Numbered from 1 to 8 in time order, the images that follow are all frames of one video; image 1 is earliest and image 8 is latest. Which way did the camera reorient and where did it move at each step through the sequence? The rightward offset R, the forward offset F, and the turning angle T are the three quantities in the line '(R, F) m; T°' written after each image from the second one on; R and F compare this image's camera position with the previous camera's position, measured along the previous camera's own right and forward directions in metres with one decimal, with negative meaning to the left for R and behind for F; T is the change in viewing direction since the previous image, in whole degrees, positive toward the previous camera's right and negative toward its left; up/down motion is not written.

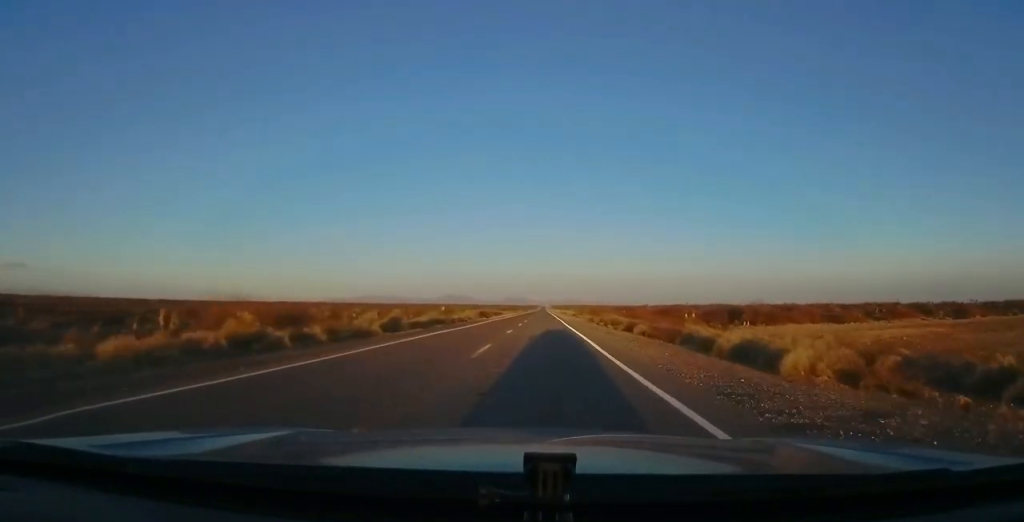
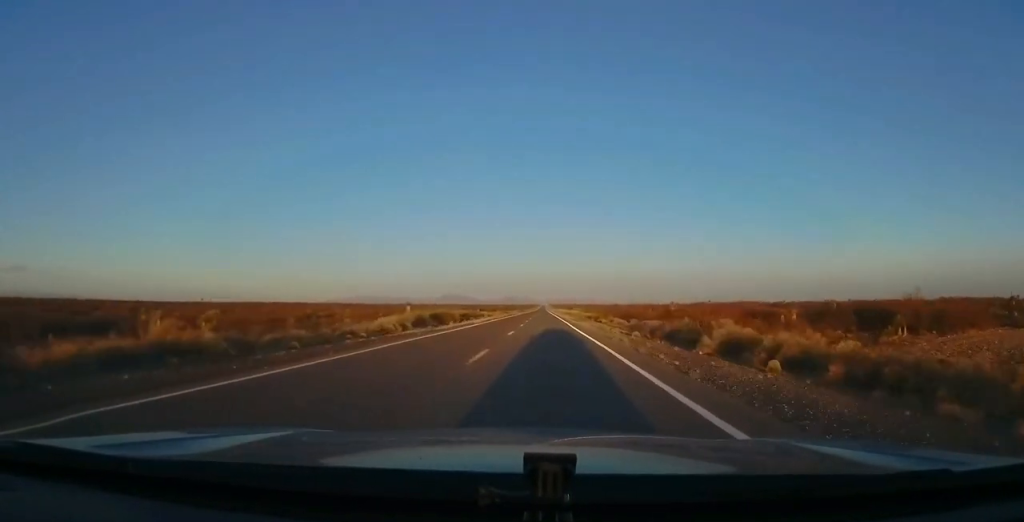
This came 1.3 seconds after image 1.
(-0.4, +39.1) m; 0°
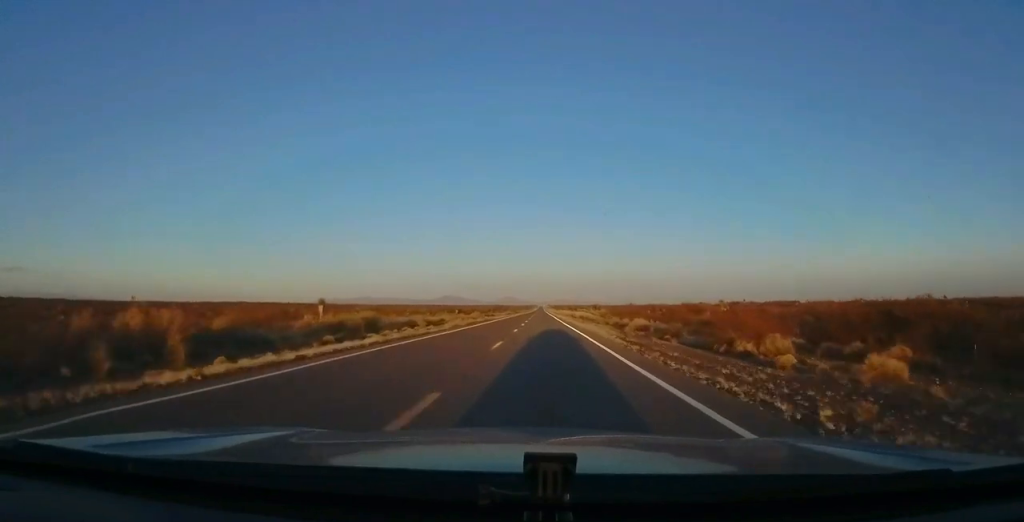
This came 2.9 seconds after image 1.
(+0.4, +44.9) m; 0°
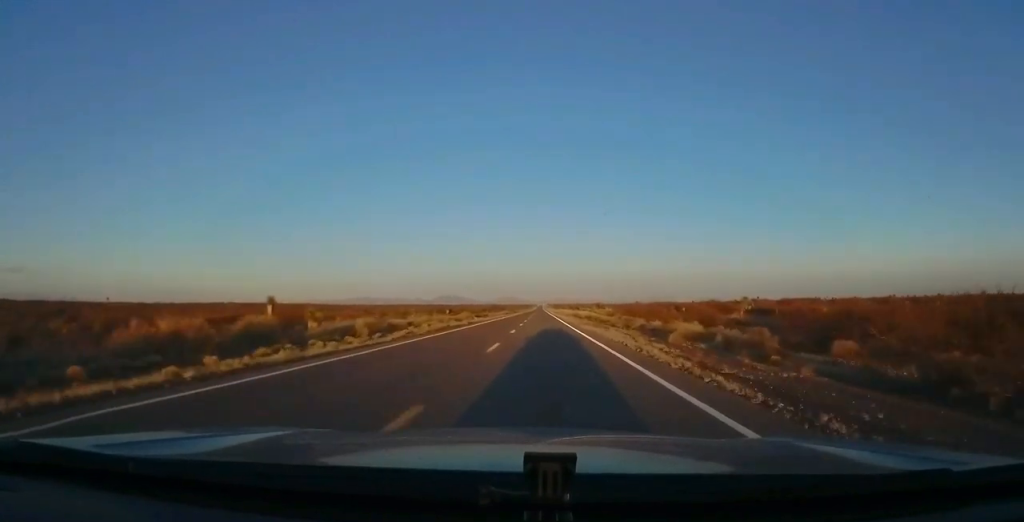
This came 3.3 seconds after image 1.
(-0.2, +13.6) m; 0°
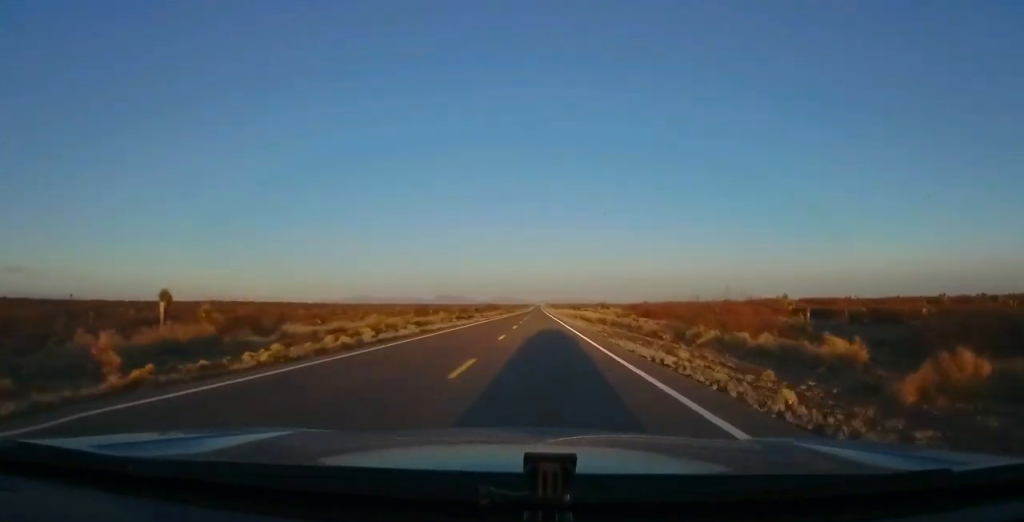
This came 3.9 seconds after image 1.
(+0.2, +17.4) m; 0°
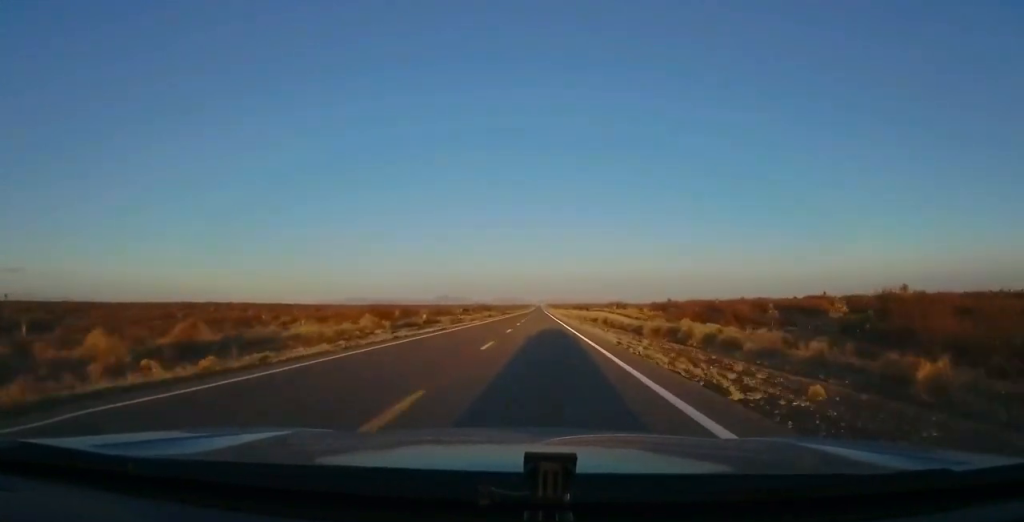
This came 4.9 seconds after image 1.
(+0.2, +29.1) m; +1°
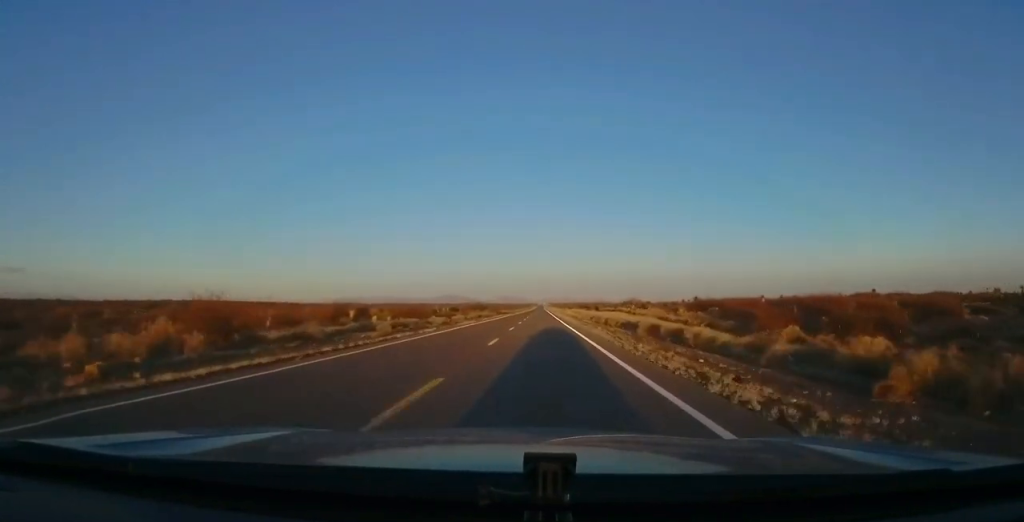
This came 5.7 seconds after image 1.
(0.0, +22.3) m; 0°
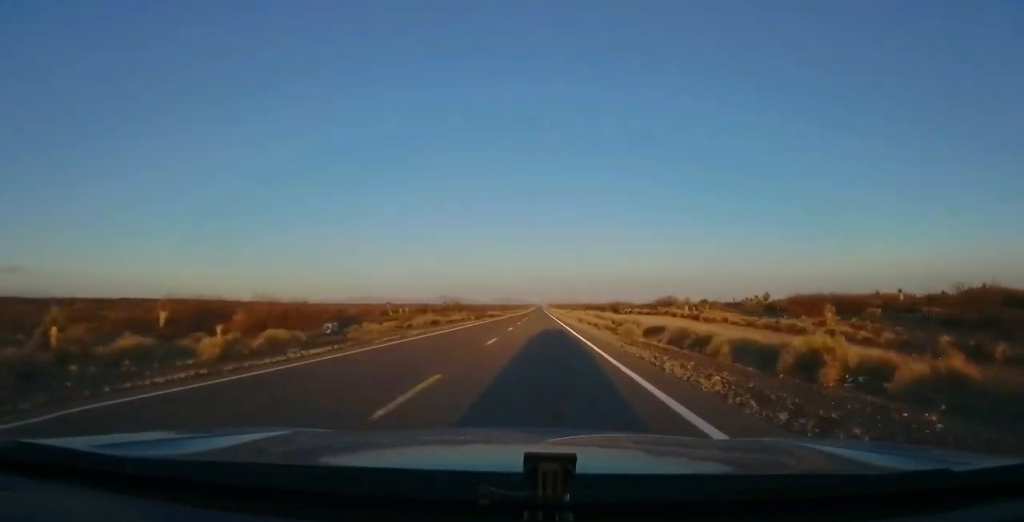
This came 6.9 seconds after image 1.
(0.0, +35.9) m; +1°
